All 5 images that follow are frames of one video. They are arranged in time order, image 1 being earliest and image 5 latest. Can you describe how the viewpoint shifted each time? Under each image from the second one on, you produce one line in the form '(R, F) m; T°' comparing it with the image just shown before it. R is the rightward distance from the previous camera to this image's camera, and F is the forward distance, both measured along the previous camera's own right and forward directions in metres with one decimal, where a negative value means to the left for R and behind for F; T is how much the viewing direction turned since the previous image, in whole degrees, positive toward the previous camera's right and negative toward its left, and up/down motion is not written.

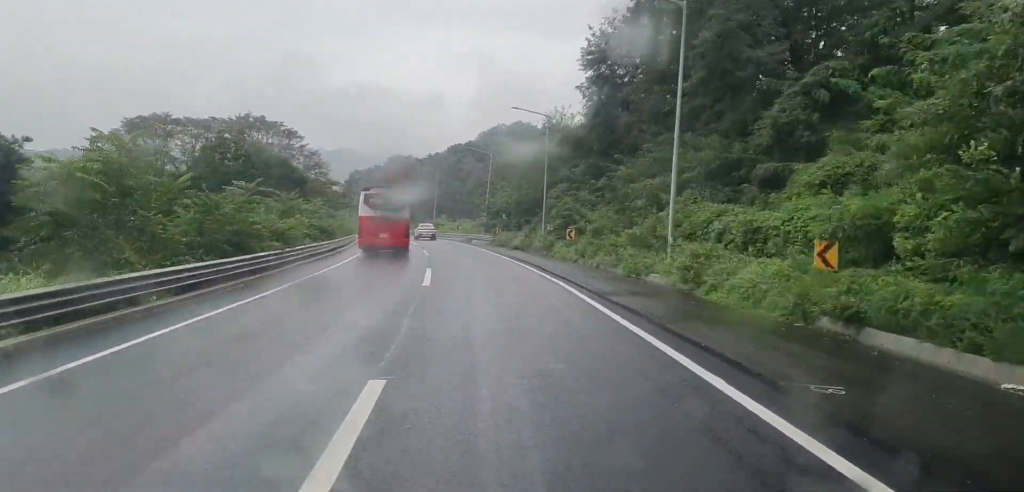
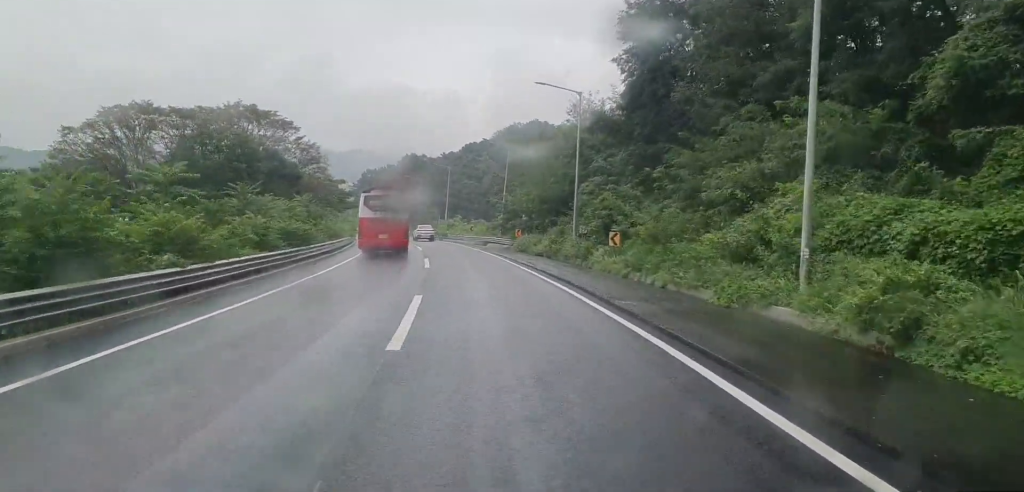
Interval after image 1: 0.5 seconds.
(+0.1, +10.4) m; -1°
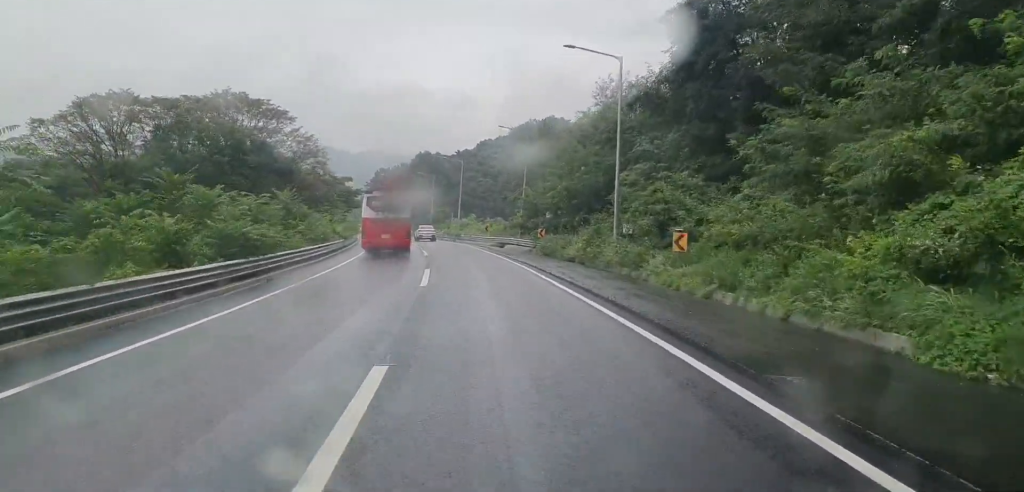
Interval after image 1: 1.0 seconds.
(-0.2, +9.2) m; -1°
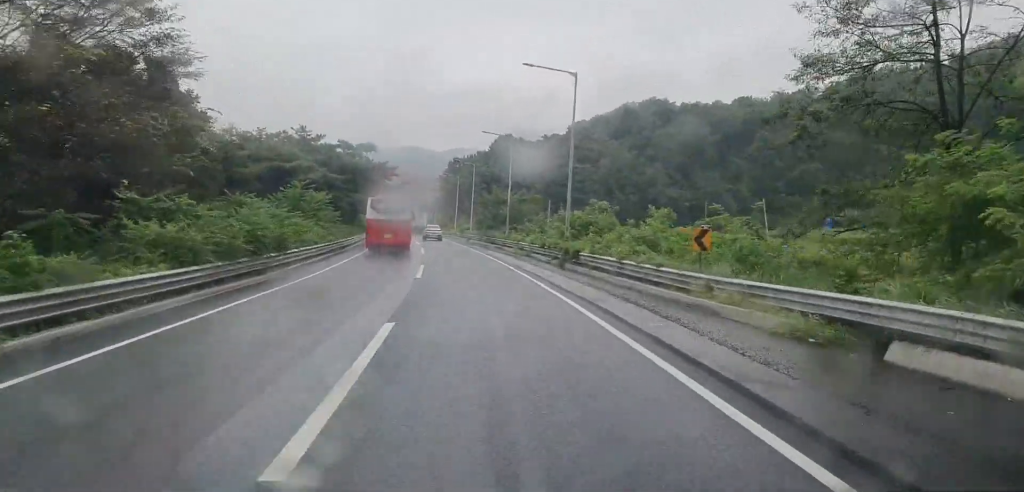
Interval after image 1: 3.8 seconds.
(-2.2, +56.3) m; -4°
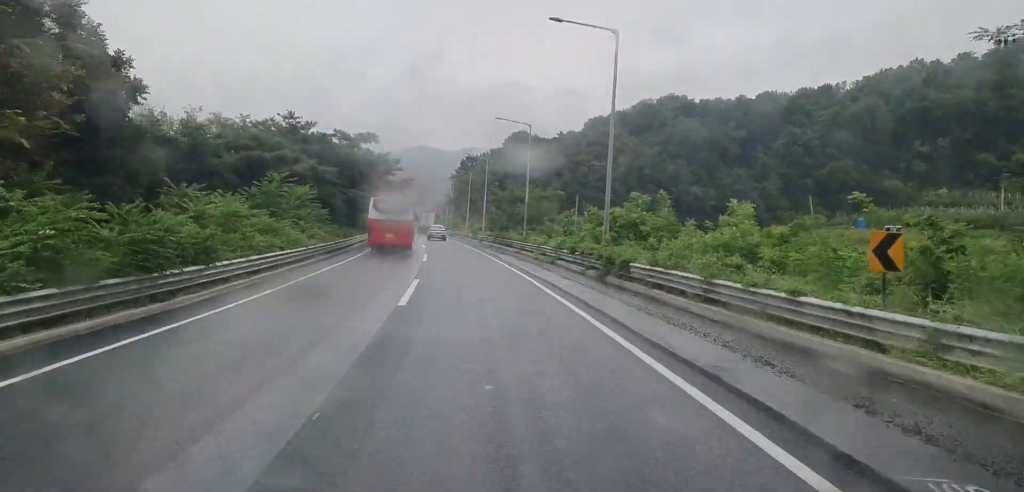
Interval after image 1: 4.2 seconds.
(0.0, +8.9) m; -1°
